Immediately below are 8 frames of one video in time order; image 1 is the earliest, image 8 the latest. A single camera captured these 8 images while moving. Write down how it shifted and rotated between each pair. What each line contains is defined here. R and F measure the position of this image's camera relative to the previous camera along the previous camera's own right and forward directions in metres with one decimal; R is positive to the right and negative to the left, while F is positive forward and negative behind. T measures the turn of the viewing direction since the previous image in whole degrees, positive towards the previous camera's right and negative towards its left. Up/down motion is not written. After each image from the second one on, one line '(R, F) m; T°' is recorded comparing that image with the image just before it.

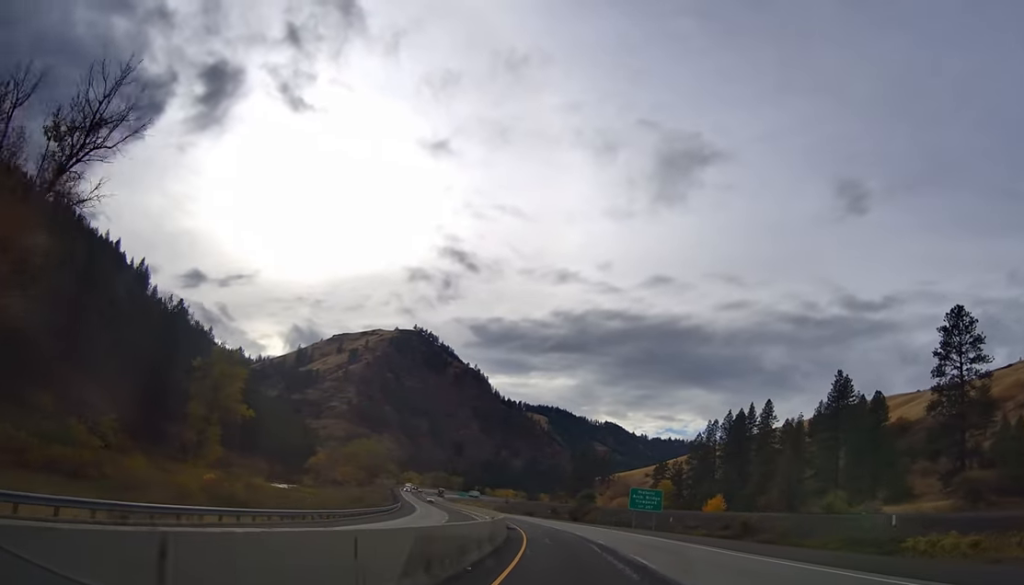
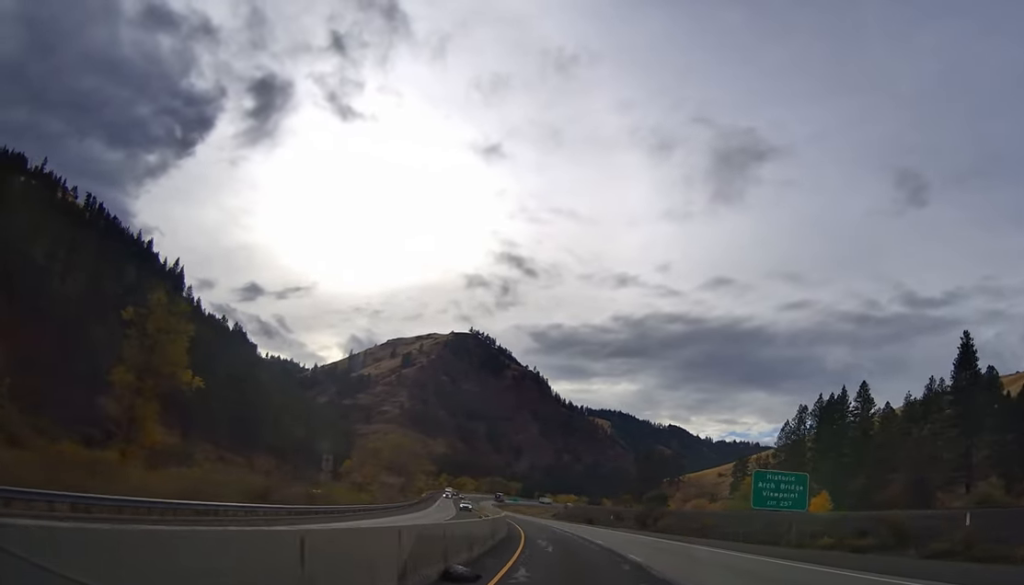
(-2.6, +36.1) m; -7°
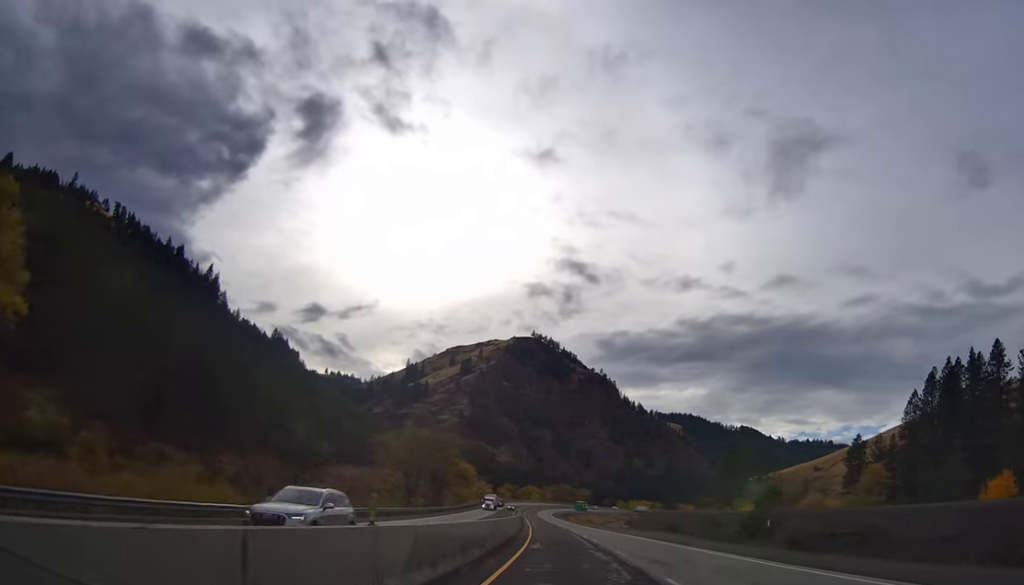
(-2.2, +43.9) m; -6°
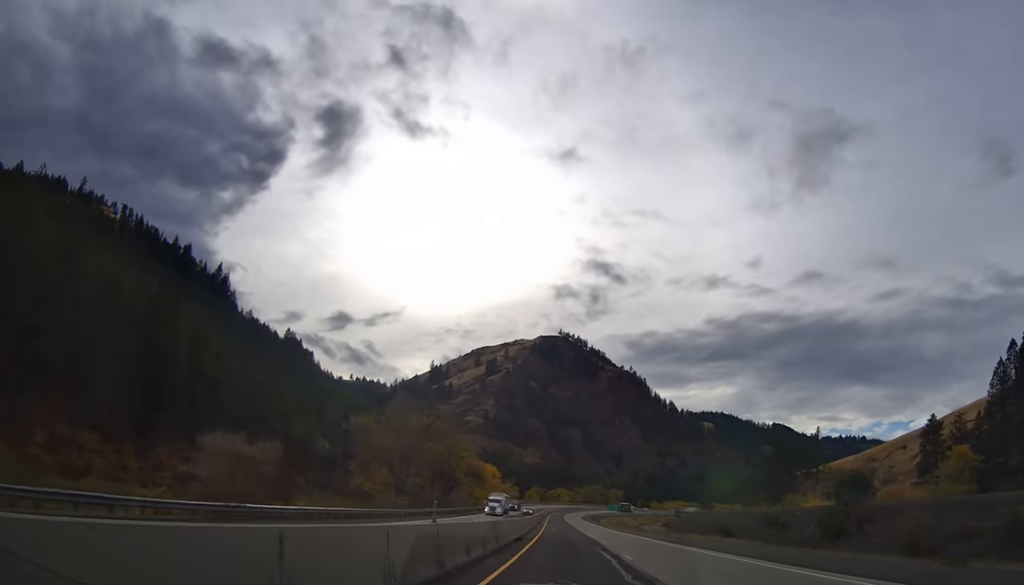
(-0.6, +26.1) m; -4°
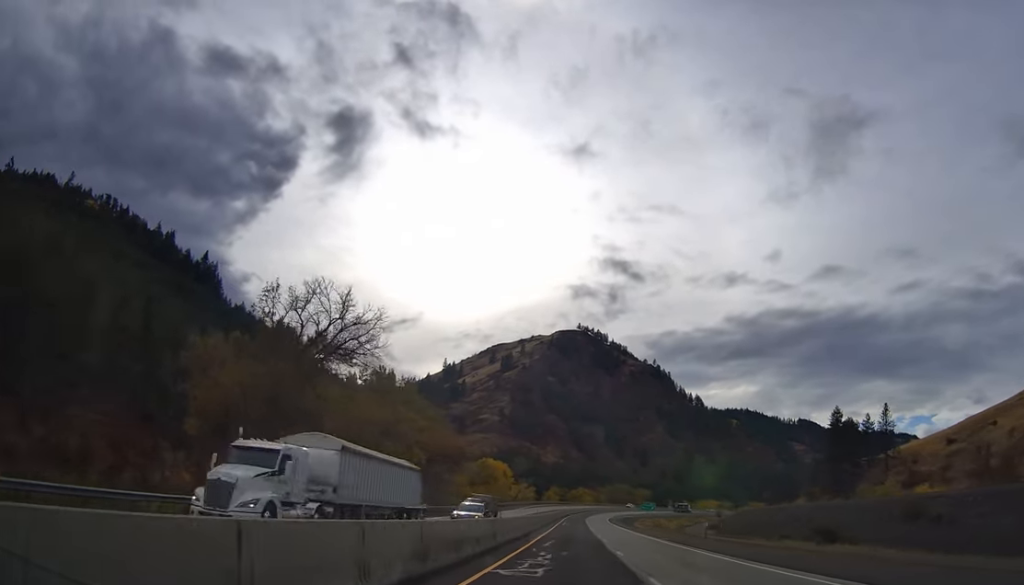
(-2.9, +46.1) m; -5°
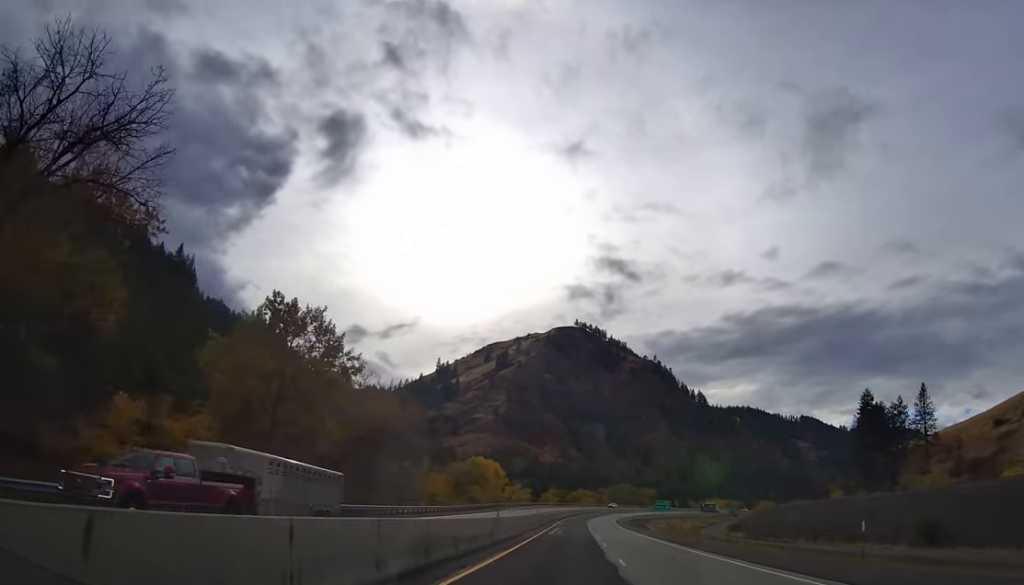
(-0.3, +28.6) m; -1°
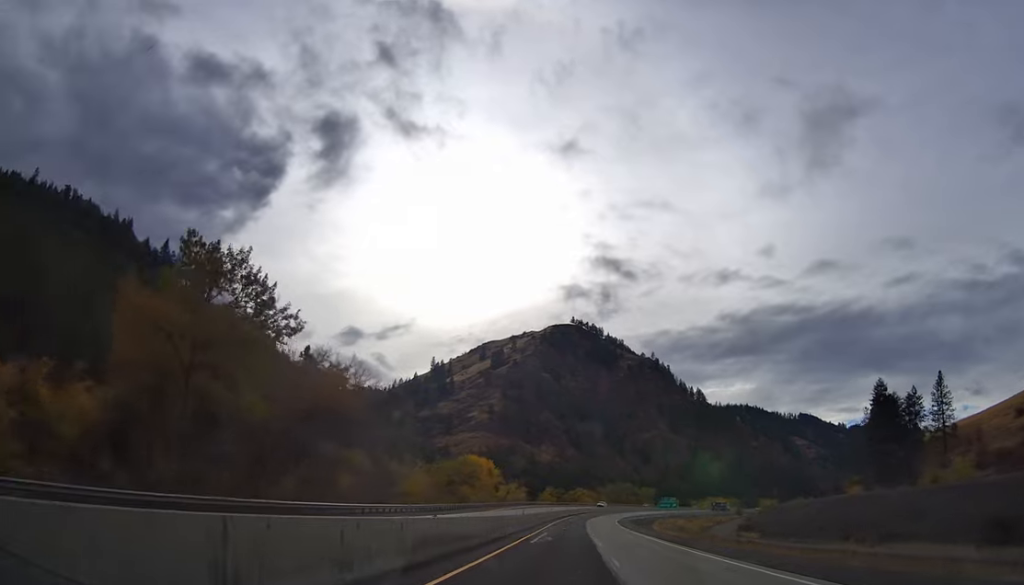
(-0.2, +12.8) m; 0°
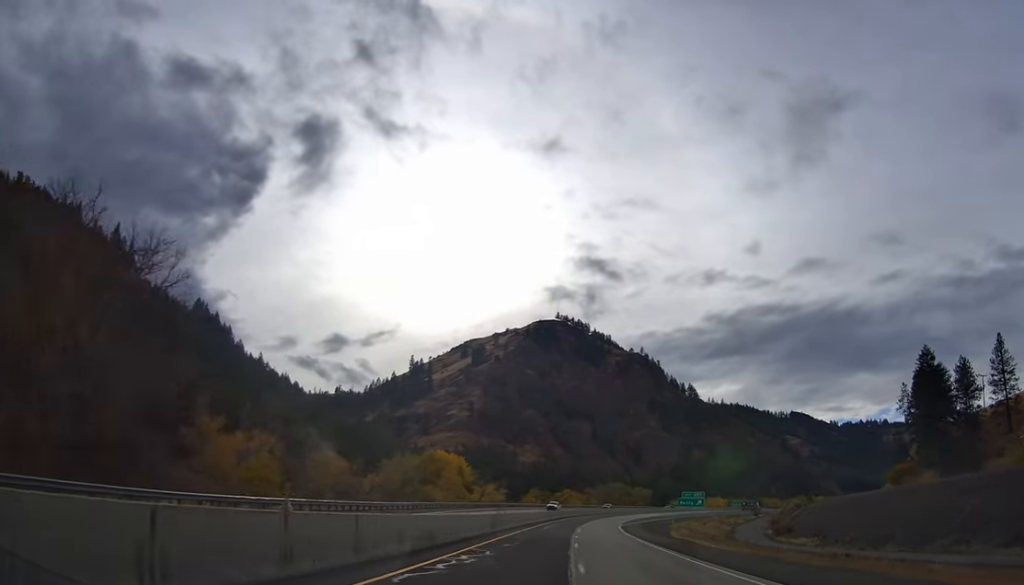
(+0.1, +38.5) m; +1°
